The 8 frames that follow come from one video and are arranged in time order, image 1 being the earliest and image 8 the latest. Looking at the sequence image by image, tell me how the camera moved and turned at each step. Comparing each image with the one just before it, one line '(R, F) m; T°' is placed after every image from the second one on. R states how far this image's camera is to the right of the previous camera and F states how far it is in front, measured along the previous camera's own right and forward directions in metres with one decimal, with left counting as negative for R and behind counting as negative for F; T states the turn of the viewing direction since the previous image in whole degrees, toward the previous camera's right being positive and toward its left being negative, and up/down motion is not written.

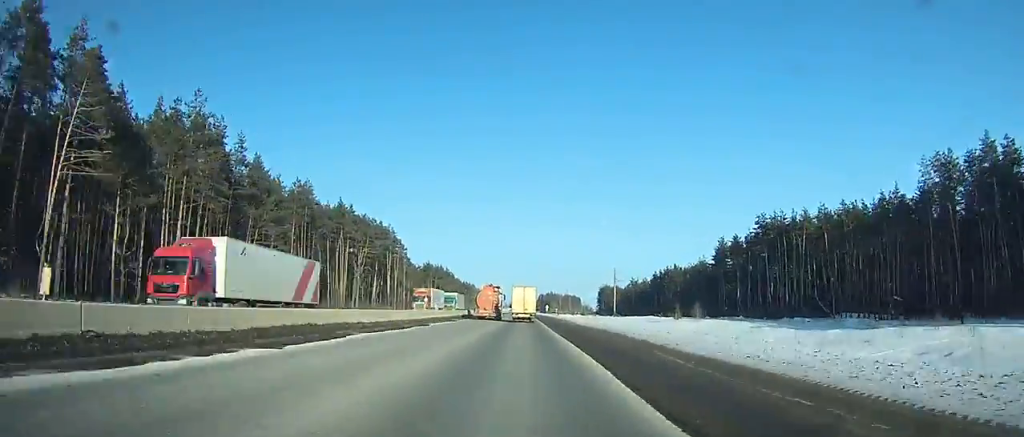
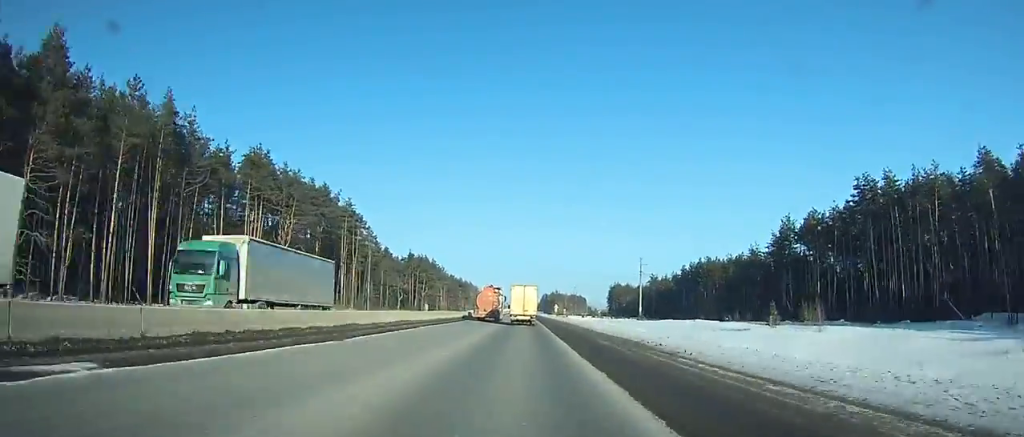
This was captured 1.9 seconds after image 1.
(-0.3, +47.0) m; 0°
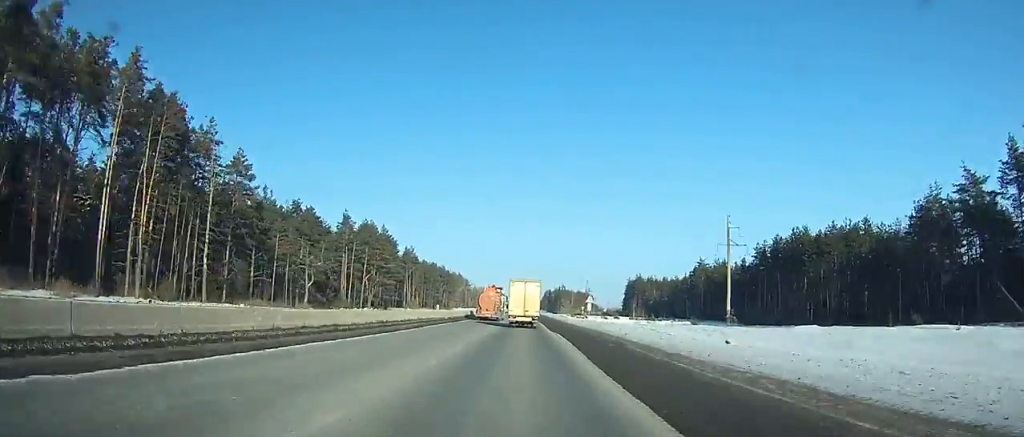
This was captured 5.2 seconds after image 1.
(-0.1, +78.9) m; 0°
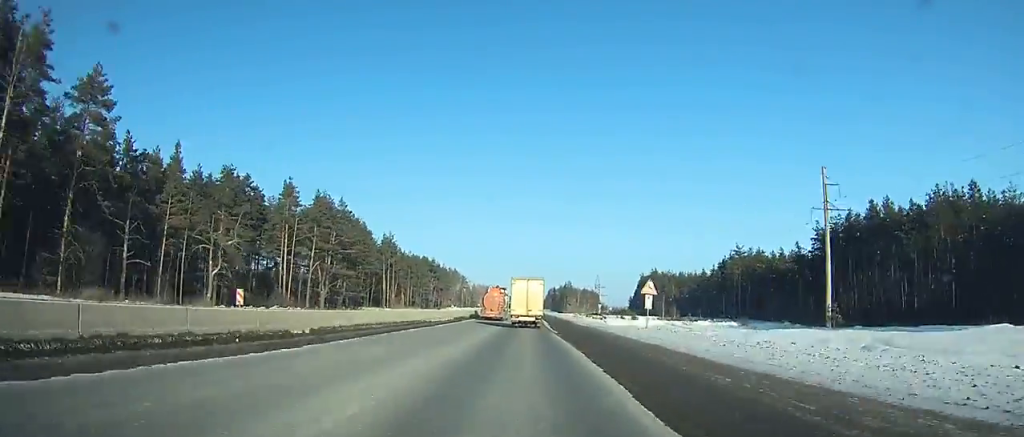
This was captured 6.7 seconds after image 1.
(0.0, +34.6) m; 0°
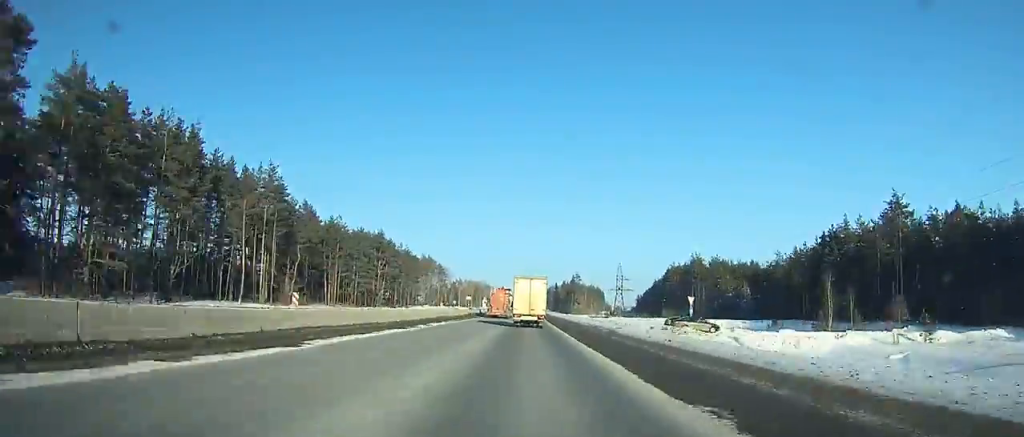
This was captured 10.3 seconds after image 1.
(+0.1, +80.1) m; 0°
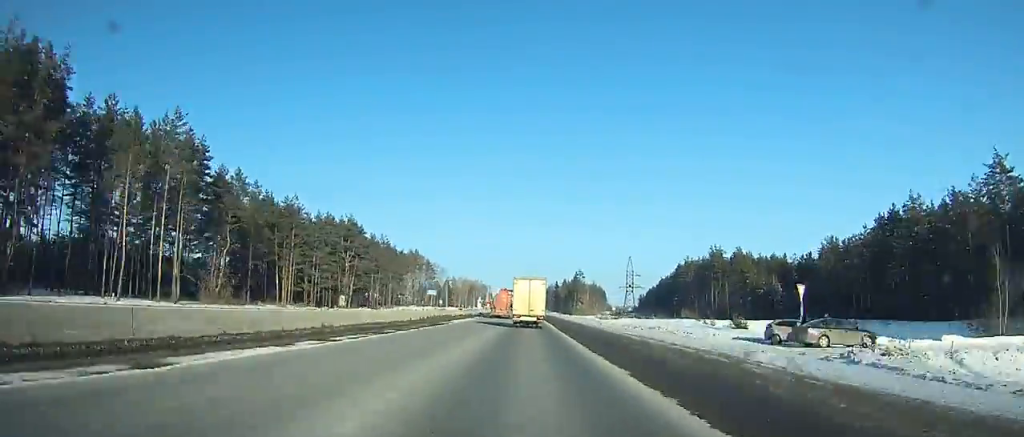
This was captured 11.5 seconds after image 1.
(+0.1, +26.1) m; 0°
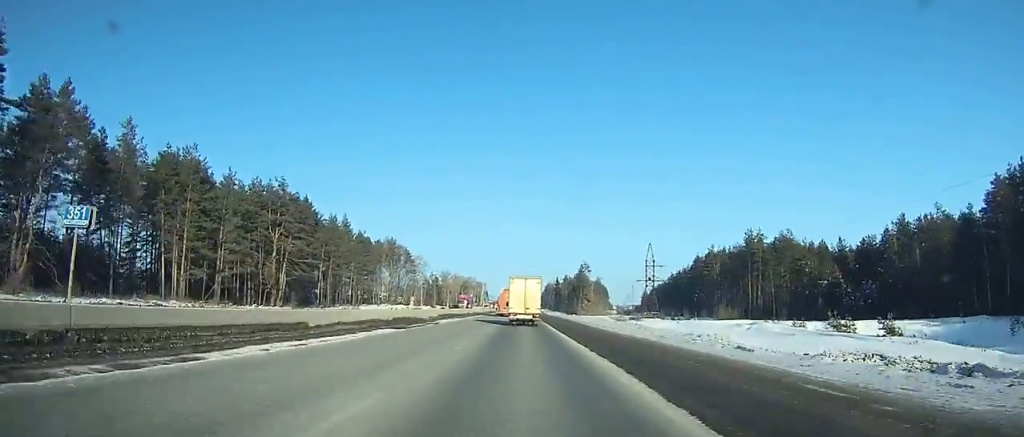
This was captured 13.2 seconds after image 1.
(+0.1, +36.4) m; 0°
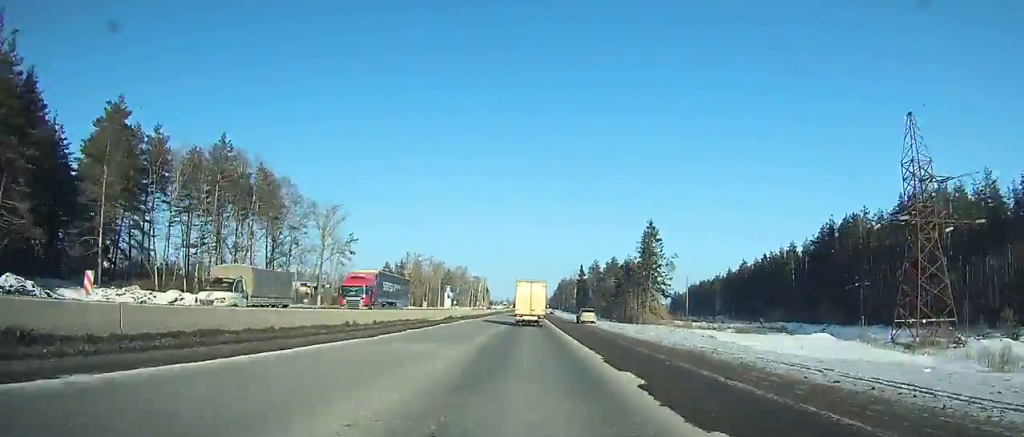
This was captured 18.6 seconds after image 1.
(-0.3, +114.4) m; 0°
